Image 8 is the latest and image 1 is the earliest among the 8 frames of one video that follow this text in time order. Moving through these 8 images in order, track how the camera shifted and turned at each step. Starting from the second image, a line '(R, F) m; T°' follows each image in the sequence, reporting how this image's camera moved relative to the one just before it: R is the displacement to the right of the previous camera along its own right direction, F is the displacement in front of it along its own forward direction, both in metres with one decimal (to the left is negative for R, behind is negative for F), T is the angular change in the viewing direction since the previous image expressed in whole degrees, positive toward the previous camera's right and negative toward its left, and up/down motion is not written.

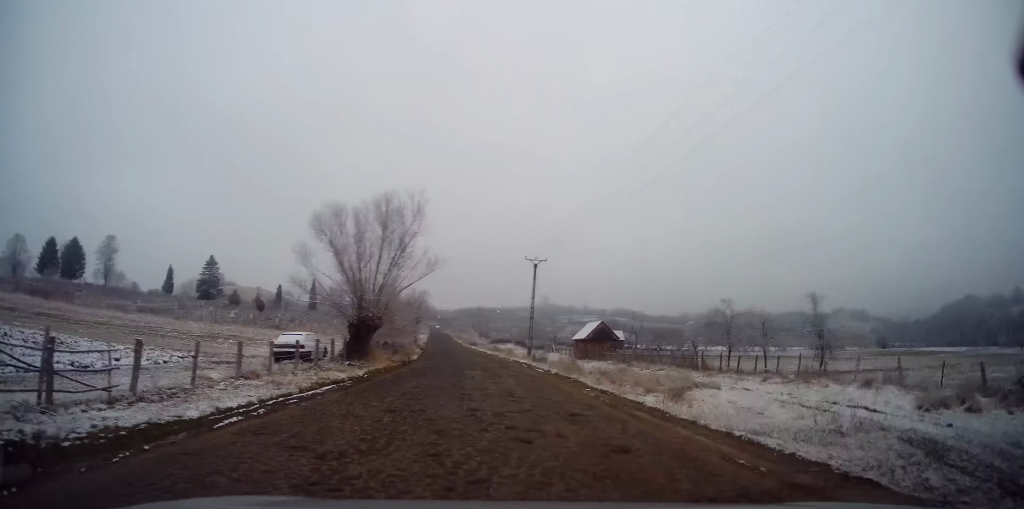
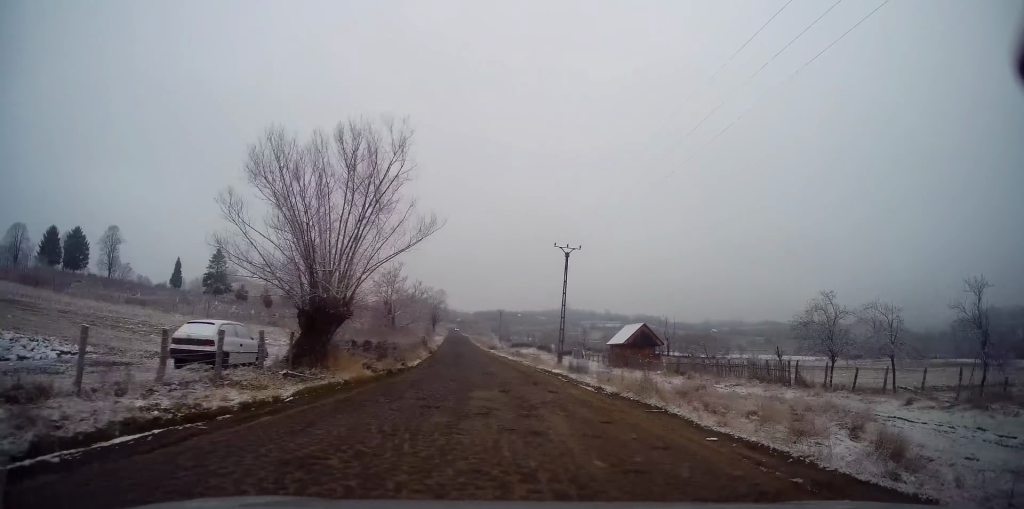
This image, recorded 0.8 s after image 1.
(-0.3, +9.5) m; -2°
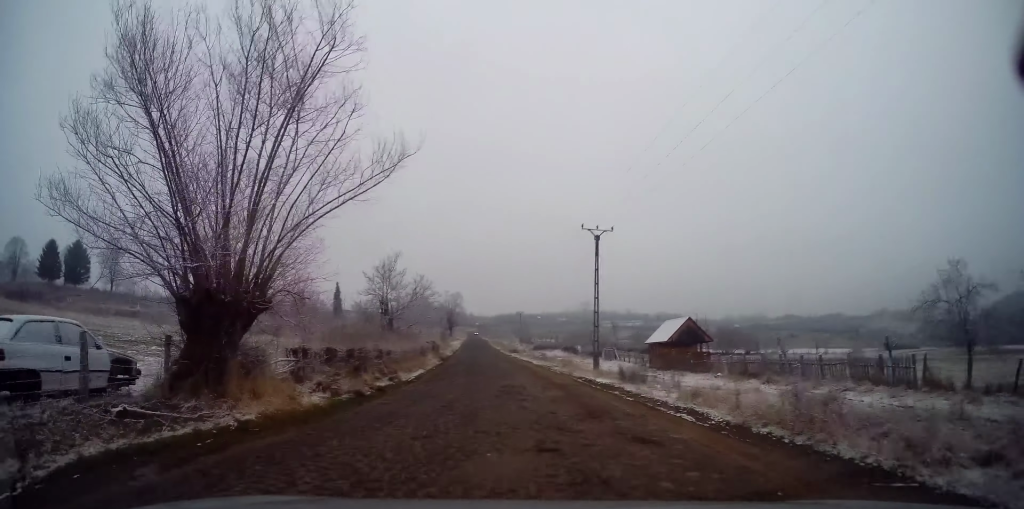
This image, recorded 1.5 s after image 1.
(0.0, +7.9) m; -1°
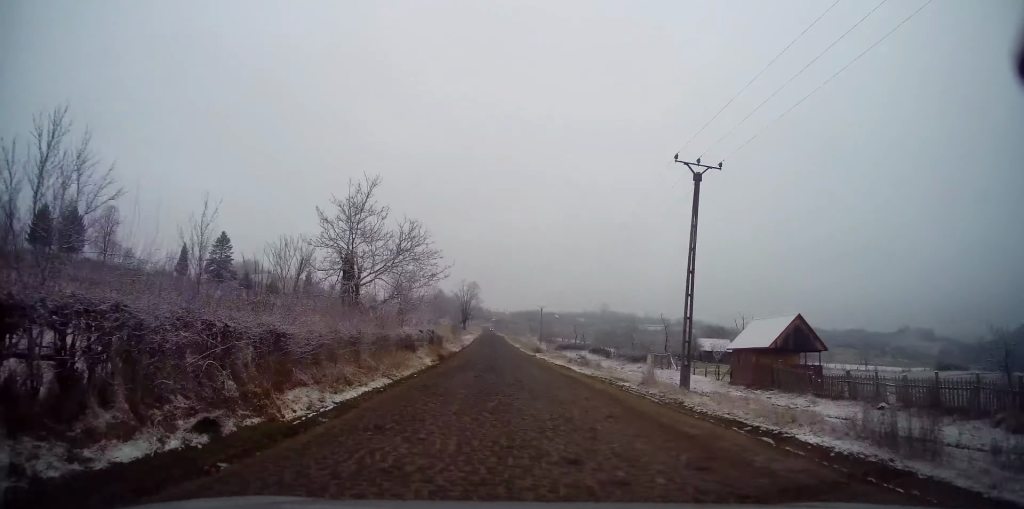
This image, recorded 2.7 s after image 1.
(-0.2, +14.5) m; -2°
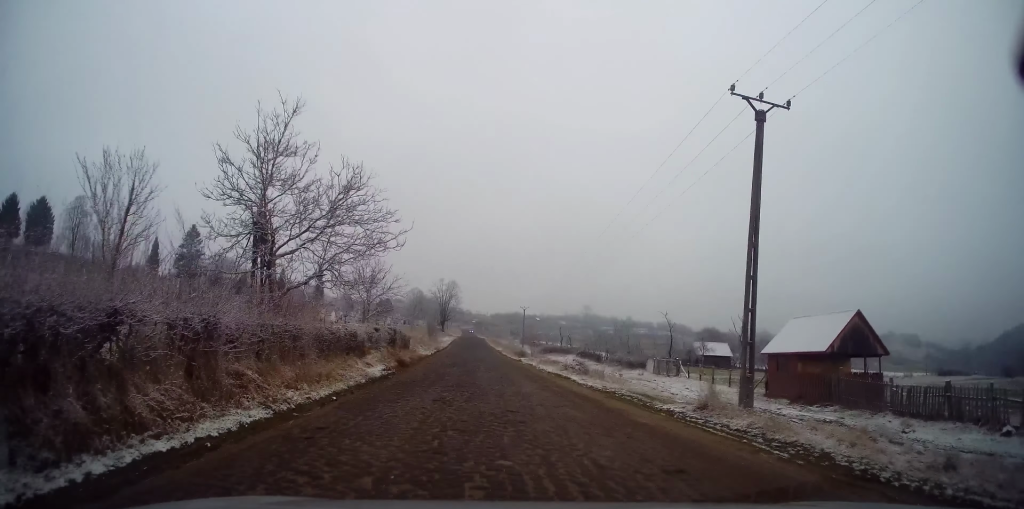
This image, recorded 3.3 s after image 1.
(0.0, +7.4) m; +1°
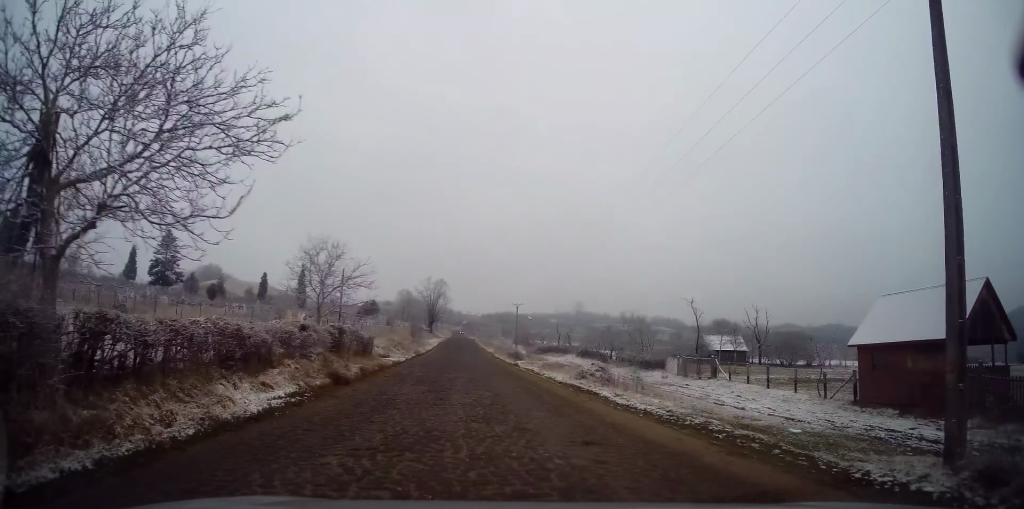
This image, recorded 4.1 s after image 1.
(+0.1, +8.5) m; 0°
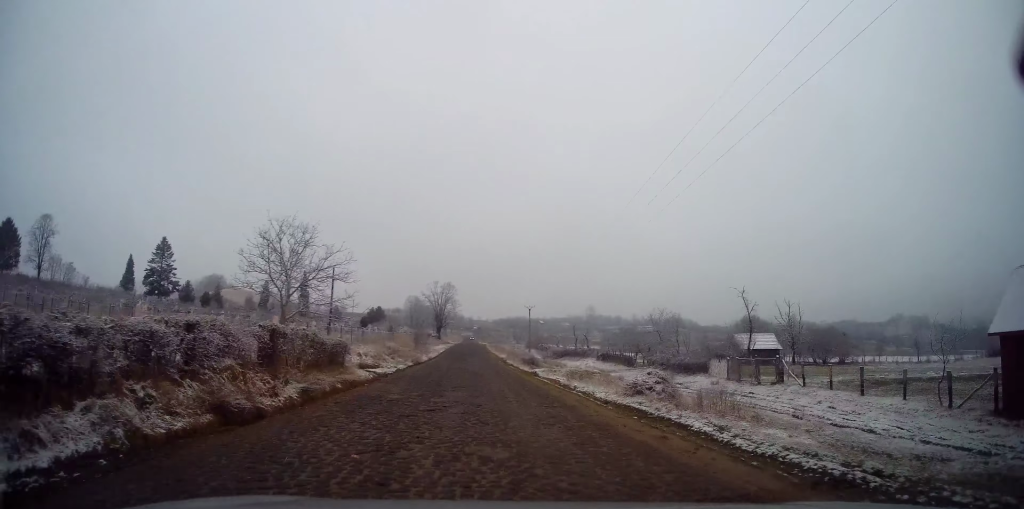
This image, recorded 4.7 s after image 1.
(+0.3, +6.9) m; -1°
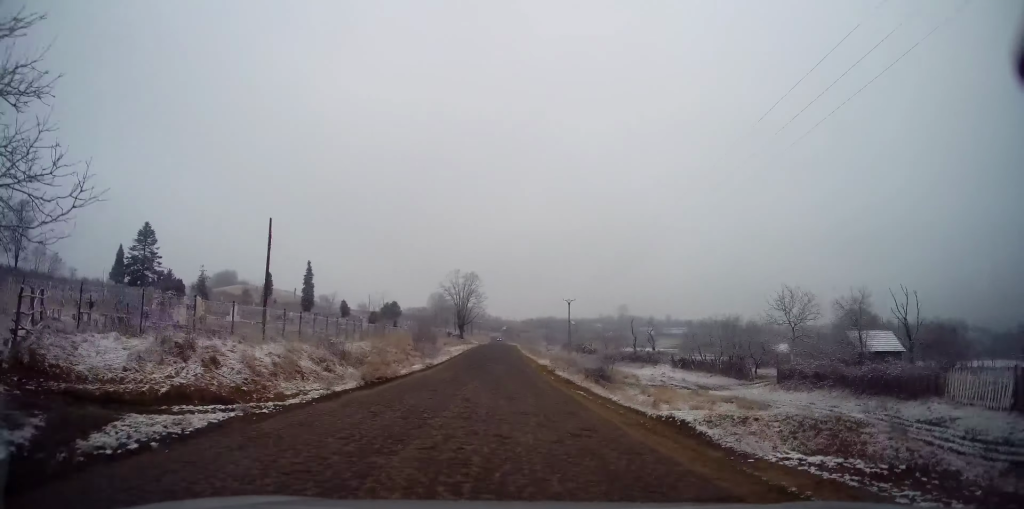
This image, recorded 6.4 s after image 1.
(-0.8, +20.2) m; -1°
